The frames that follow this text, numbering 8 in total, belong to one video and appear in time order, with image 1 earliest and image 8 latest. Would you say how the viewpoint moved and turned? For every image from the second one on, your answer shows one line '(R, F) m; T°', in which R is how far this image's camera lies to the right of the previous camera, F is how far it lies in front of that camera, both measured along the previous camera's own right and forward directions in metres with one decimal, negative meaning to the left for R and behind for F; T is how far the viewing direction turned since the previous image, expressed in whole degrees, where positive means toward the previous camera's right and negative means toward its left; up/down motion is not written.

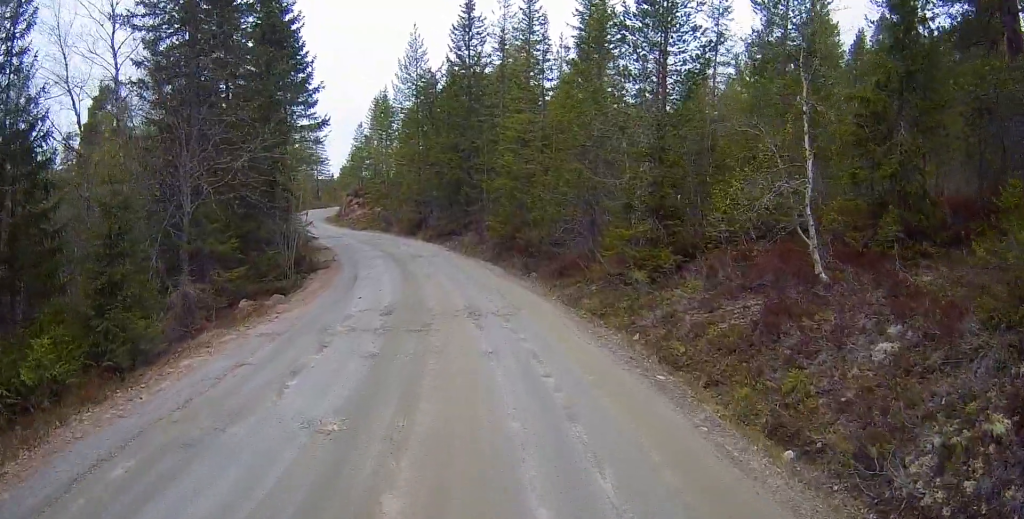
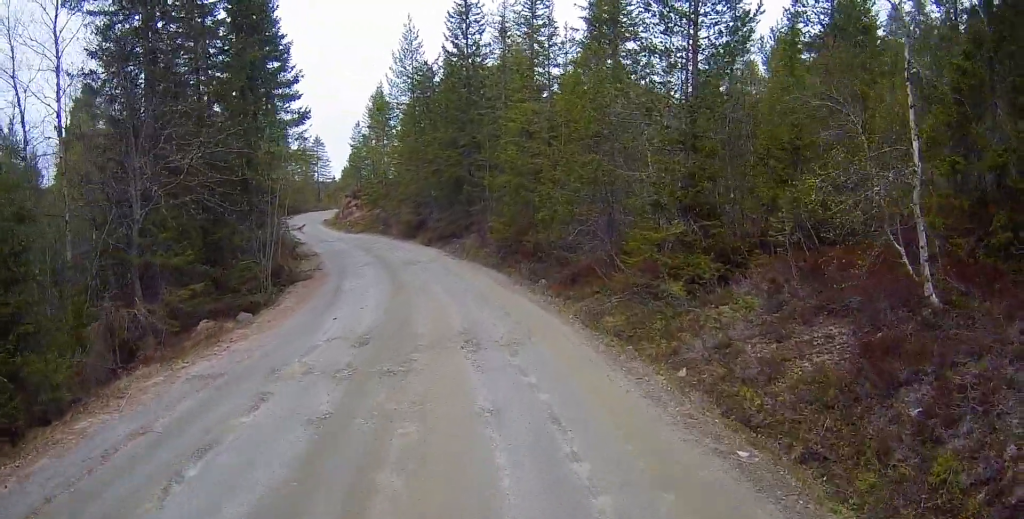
(0.0, +2.7) m; -1°
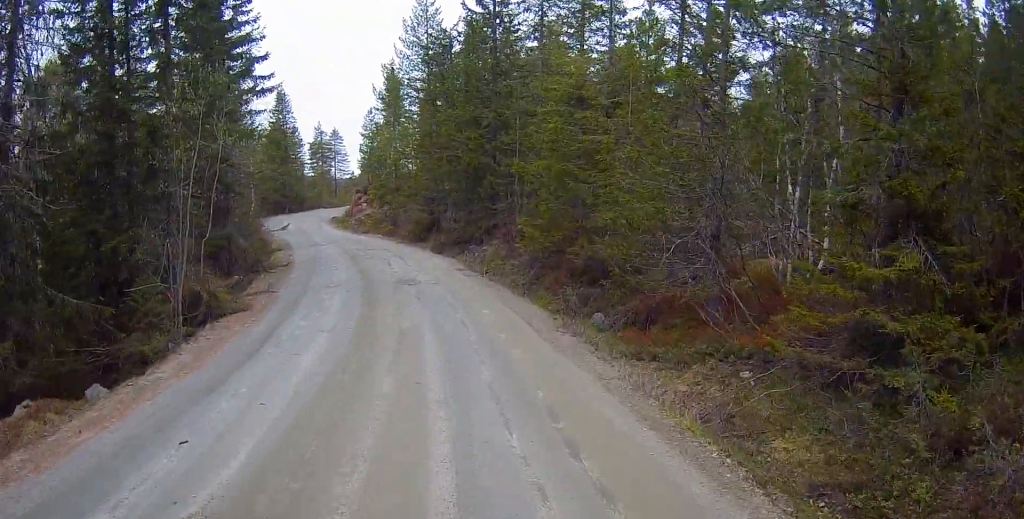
(-0.2, +7.1) m; -1°
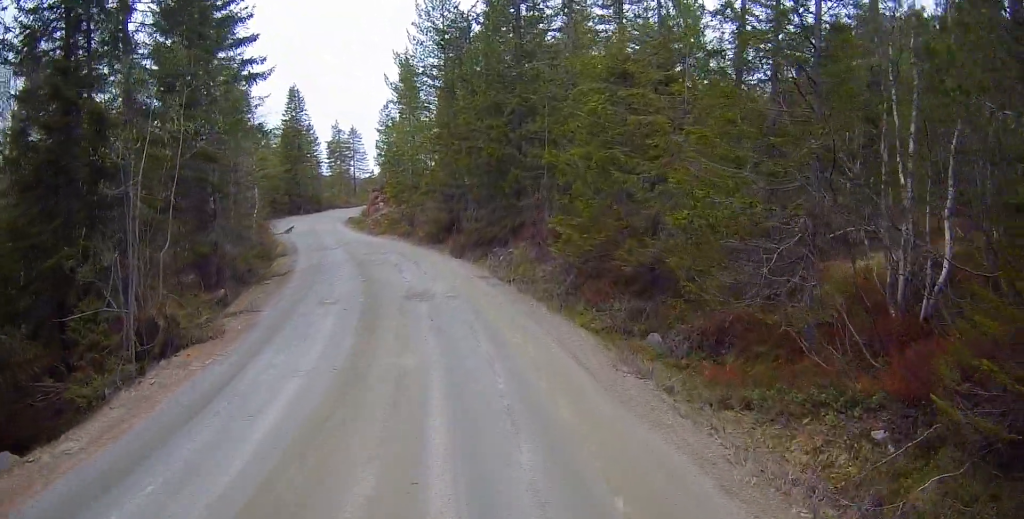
(-0.1, +2.8) m; 0°
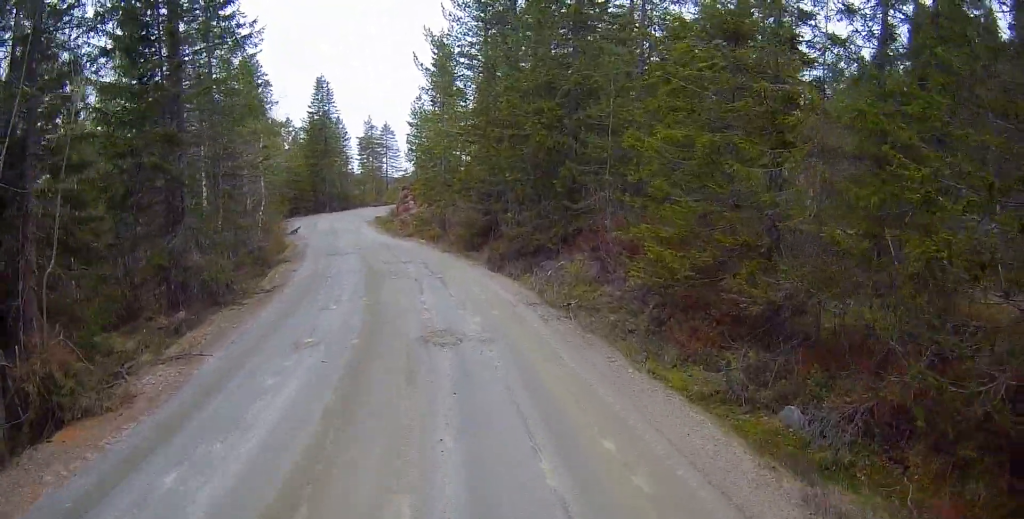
(+0.5, +4.0) m; -3°
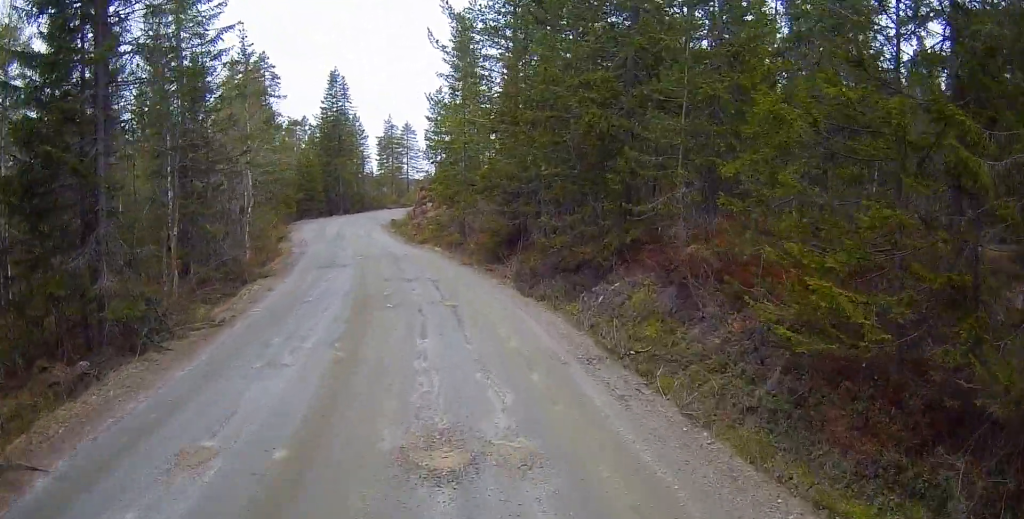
(-0.8, +3.9) m; -5°
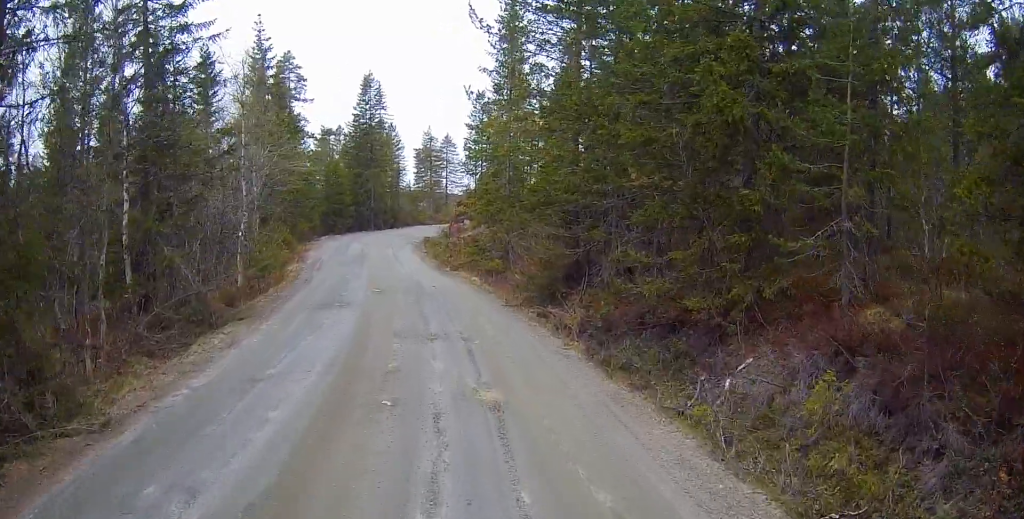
(+0.3, +4.2) m; +4°
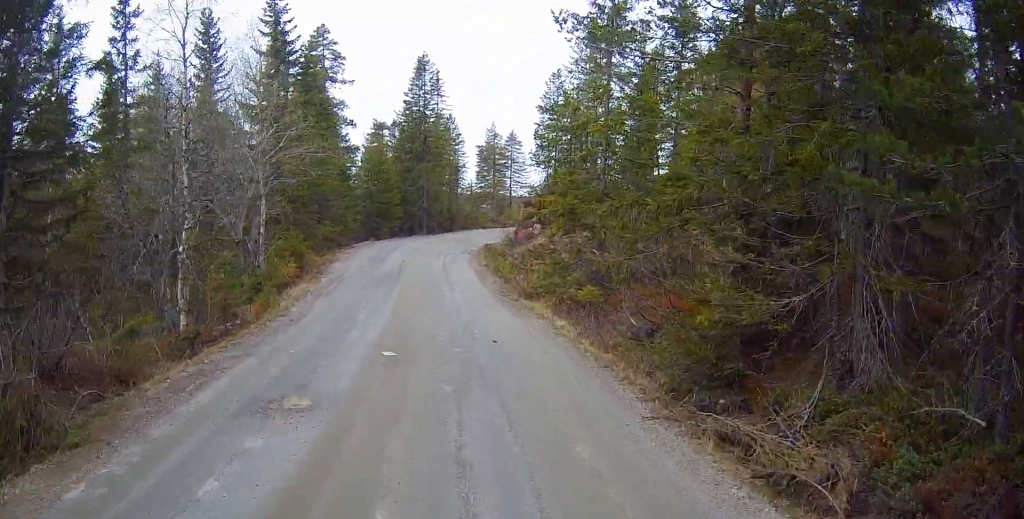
(+0.1, +6.8) m; -3°
